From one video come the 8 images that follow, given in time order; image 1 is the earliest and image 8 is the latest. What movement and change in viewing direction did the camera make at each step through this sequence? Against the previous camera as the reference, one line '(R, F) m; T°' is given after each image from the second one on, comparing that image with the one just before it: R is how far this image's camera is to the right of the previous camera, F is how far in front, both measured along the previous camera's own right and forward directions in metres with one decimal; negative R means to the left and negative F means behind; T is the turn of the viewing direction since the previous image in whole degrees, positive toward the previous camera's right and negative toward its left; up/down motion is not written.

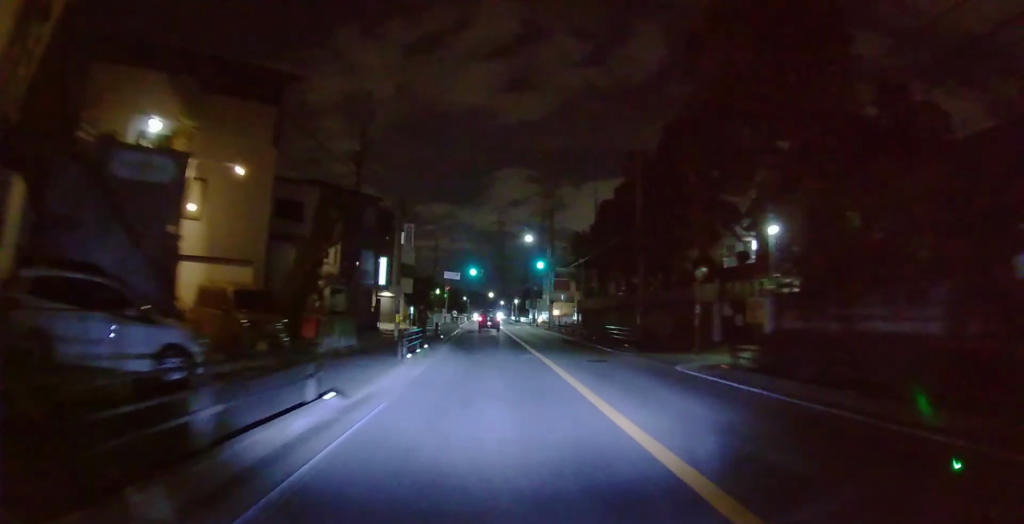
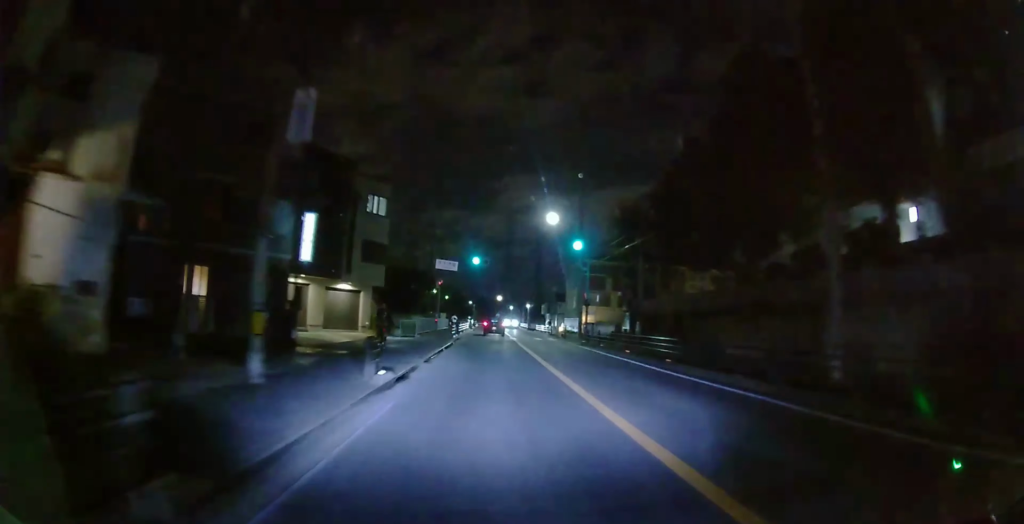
(0.0, +15.9) m; 0°
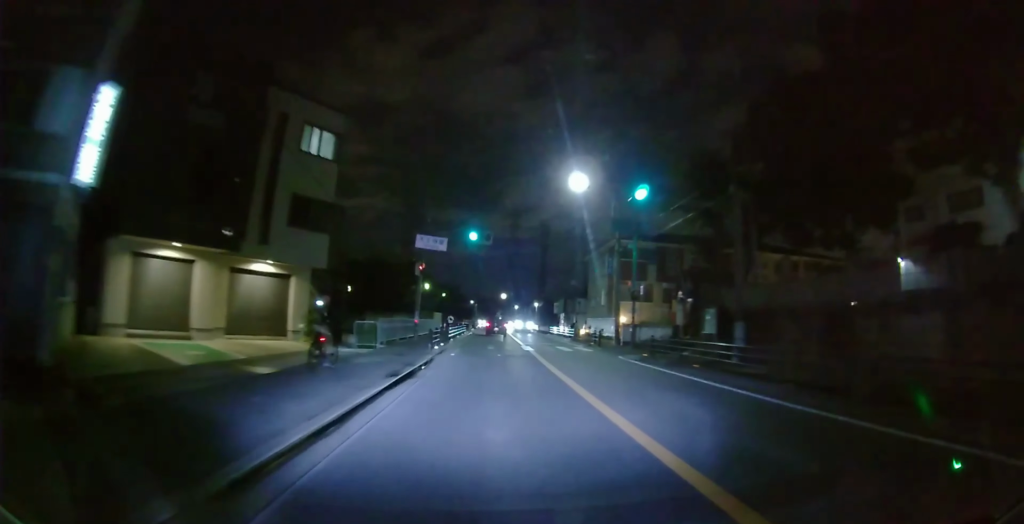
(0.0, +11.8) m; -1°
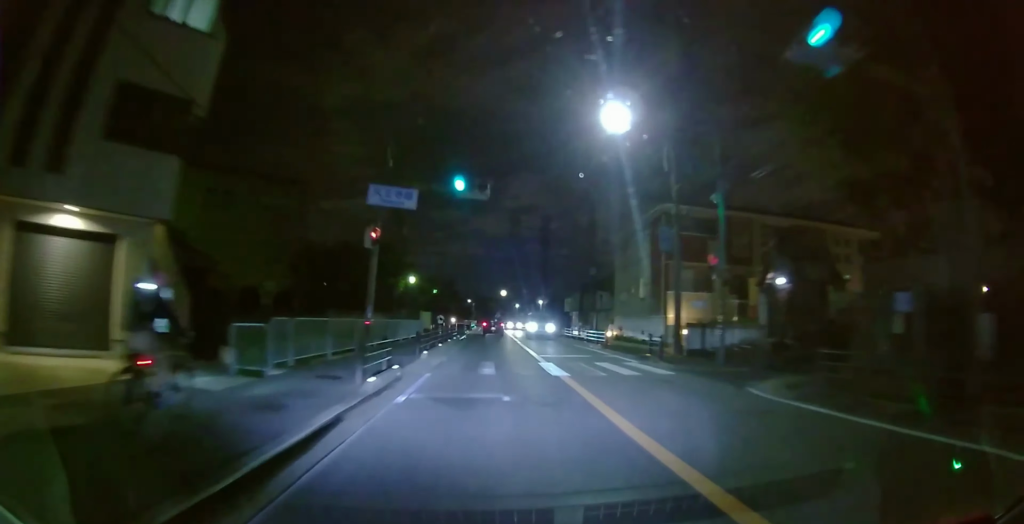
(-0.1, +10.9) m; -1°
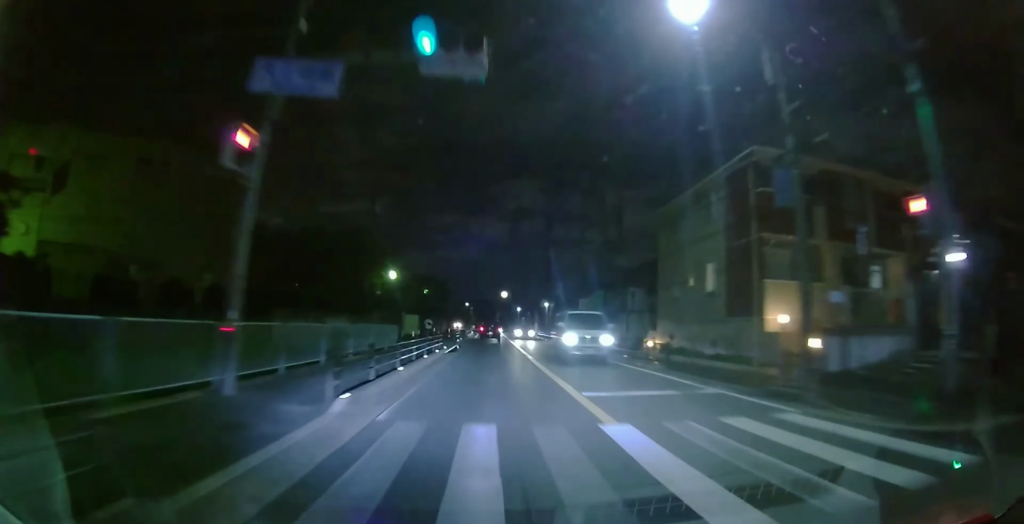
(0.0, +9.3) m; 0°
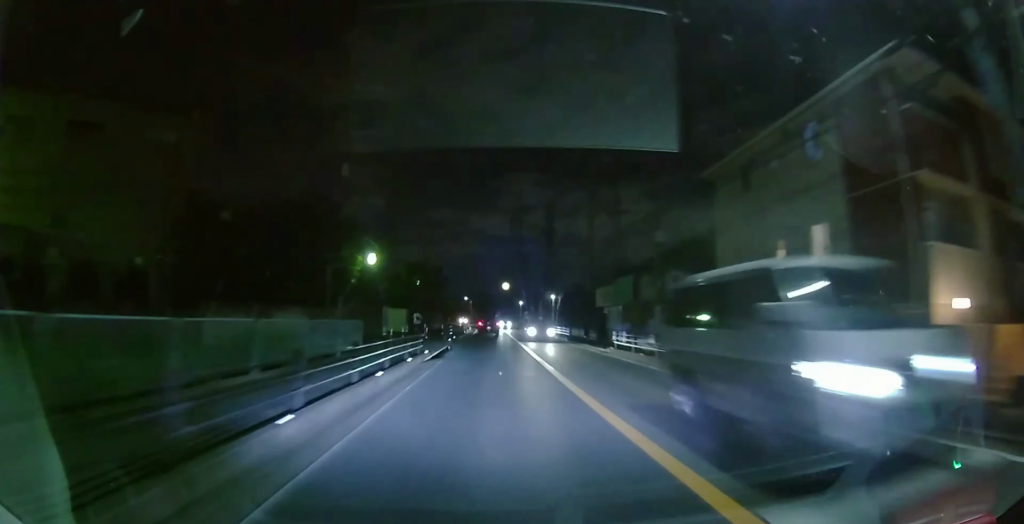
(0.0, +7.6) m; 0°
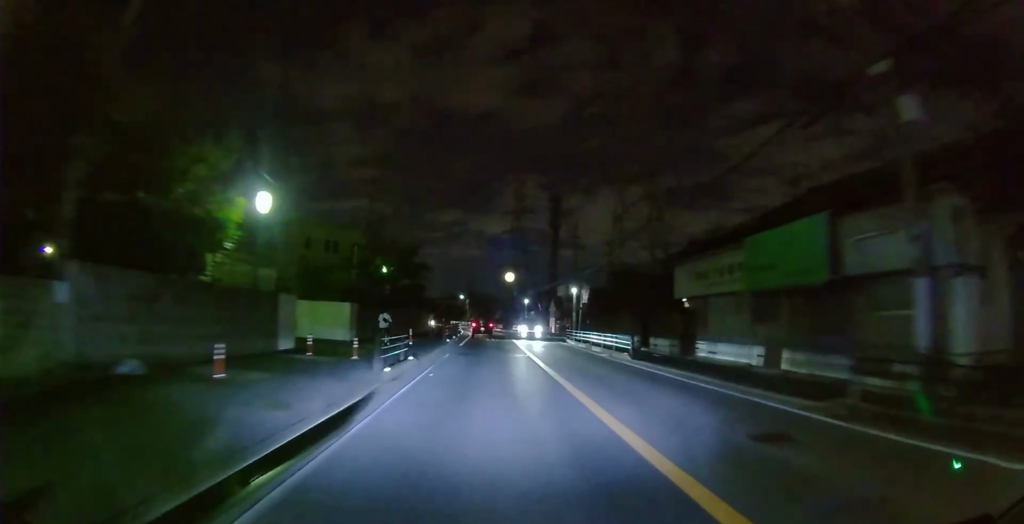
(0.0, +16.4) m; 0°
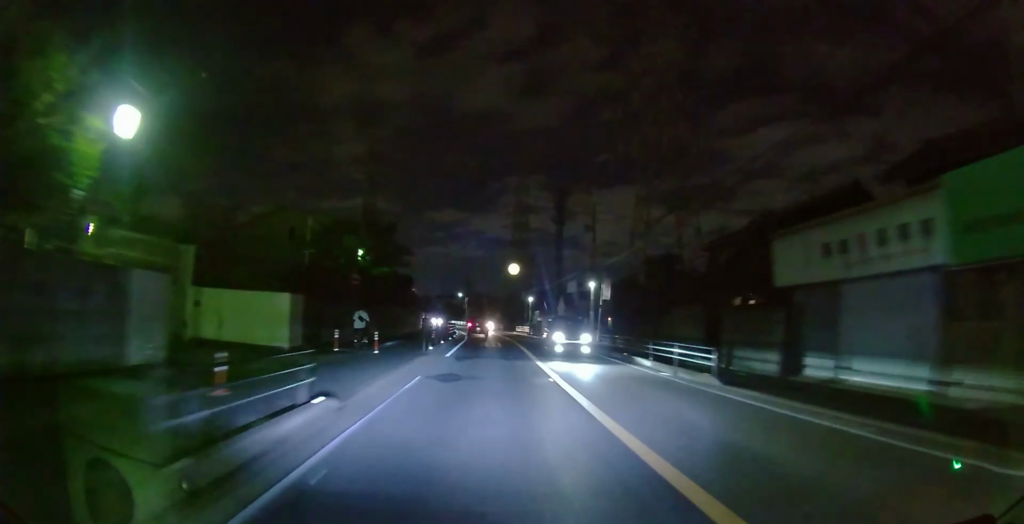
(0.0, +8.5) m; 0°
